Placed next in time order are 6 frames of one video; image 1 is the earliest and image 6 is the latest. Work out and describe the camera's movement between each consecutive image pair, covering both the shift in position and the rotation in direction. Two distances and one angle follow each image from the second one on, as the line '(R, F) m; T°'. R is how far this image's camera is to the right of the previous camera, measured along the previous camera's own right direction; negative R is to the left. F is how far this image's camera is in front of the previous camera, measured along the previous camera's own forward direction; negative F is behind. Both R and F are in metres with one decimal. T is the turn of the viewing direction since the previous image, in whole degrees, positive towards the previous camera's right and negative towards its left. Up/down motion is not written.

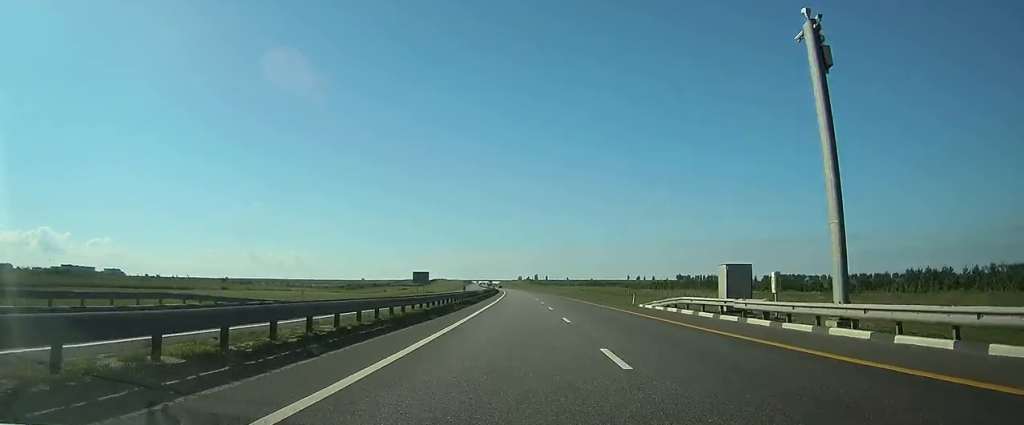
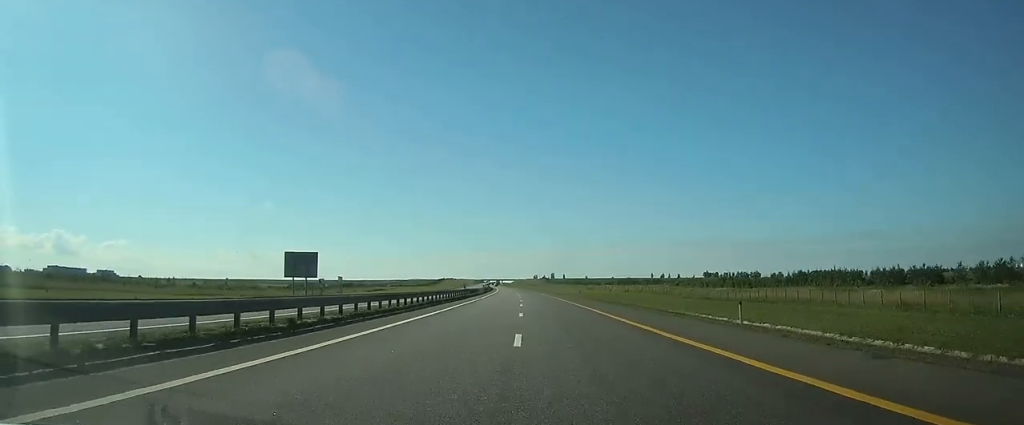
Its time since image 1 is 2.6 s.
(-0.3, +80.4) m; 0°
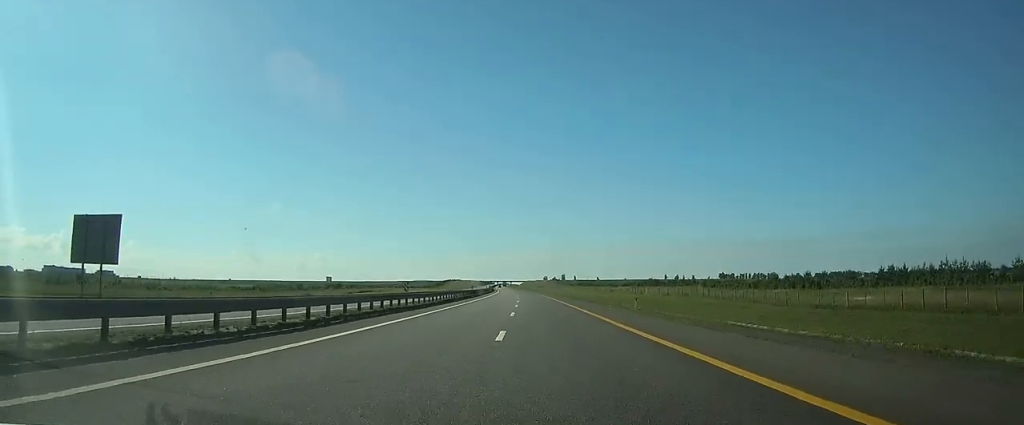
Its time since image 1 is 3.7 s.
(-0.1, +34.5) m; -1°
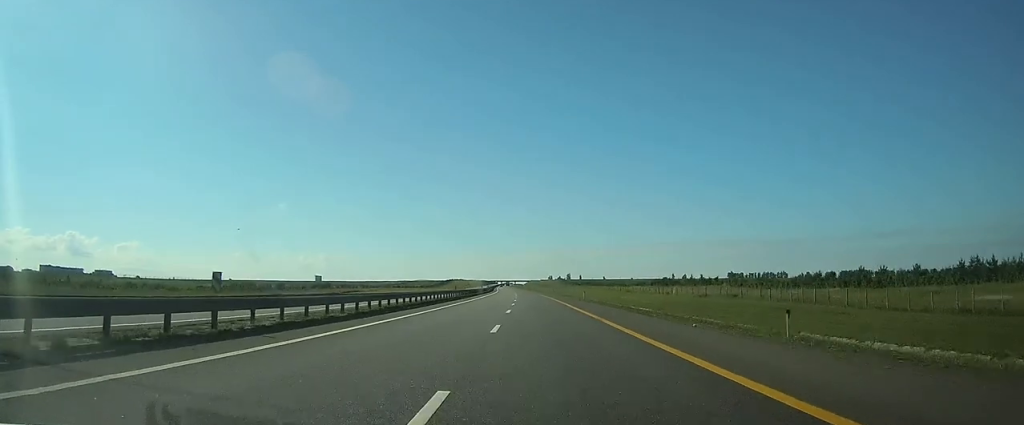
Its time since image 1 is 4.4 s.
(-0.1, +21.9) m; -1°
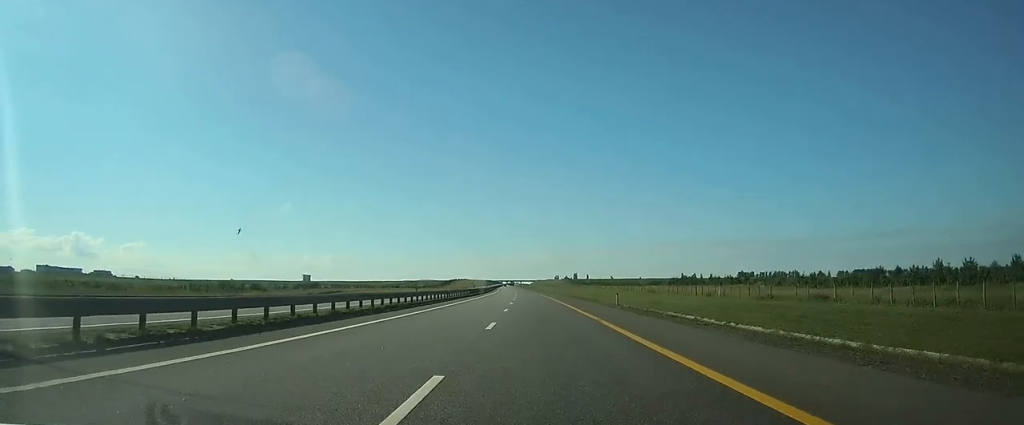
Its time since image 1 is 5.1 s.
(-0.1, +22.9) m; -1°
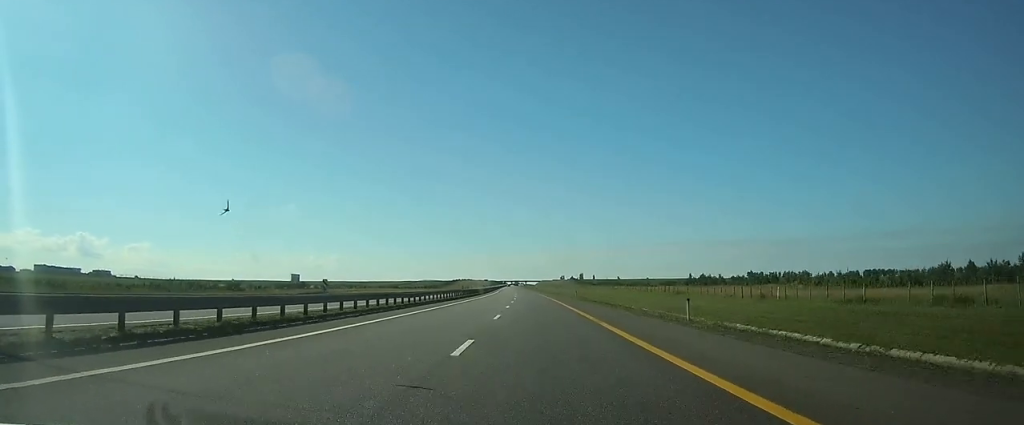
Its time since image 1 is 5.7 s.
(-0.1, +18.6) m; -1°
